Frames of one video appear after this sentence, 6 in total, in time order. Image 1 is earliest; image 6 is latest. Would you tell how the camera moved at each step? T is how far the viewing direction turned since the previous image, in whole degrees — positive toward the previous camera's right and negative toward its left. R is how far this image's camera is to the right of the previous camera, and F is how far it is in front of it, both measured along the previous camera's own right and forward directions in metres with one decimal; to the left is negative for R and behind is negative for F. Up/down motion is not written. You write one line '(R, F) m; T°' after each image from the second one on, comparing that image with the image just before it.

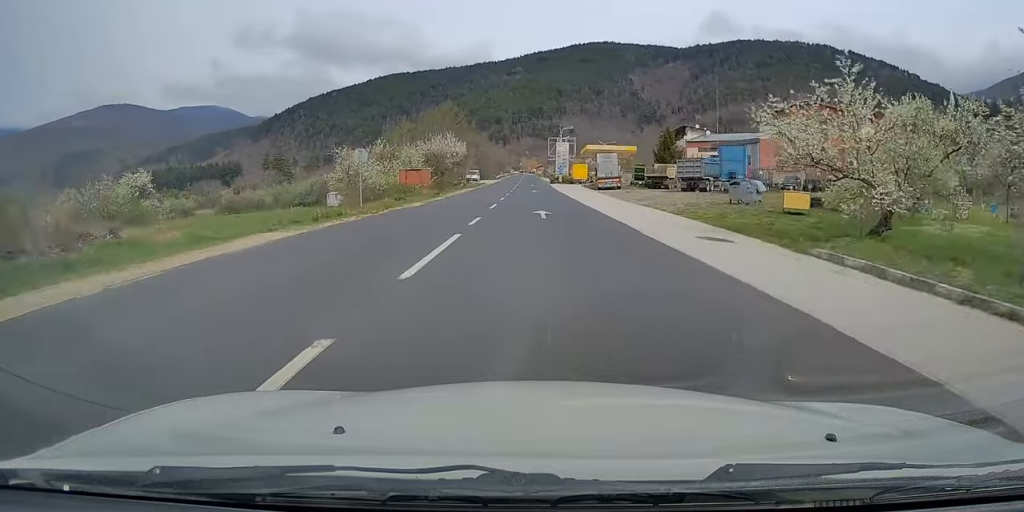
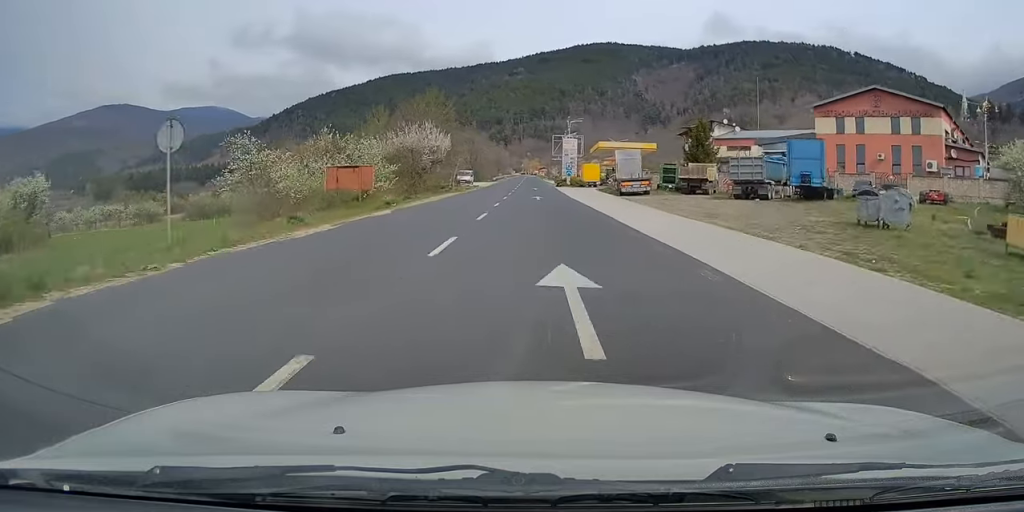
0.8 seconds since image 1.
(-0.3, +15.2) m; -1°
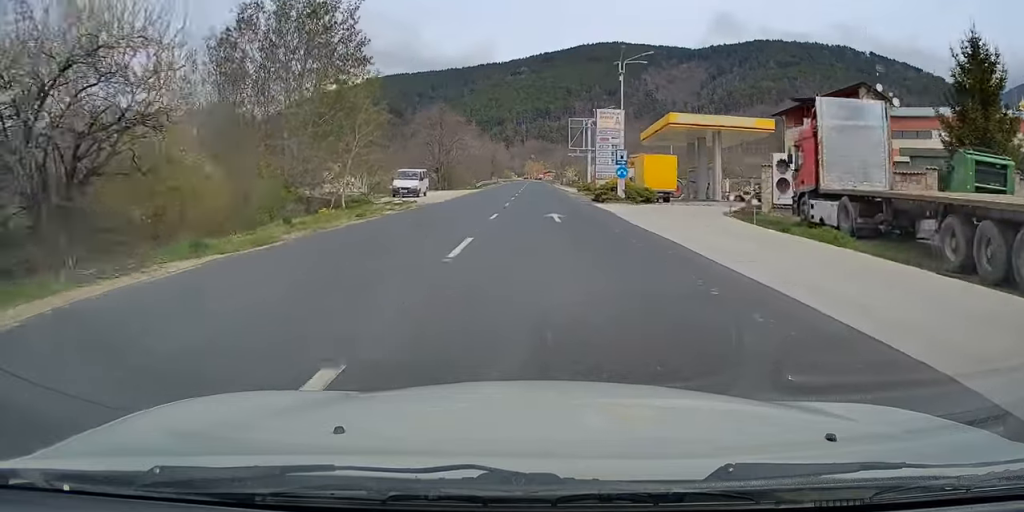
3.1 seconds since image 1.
(0.0, +44.0) m; 0°
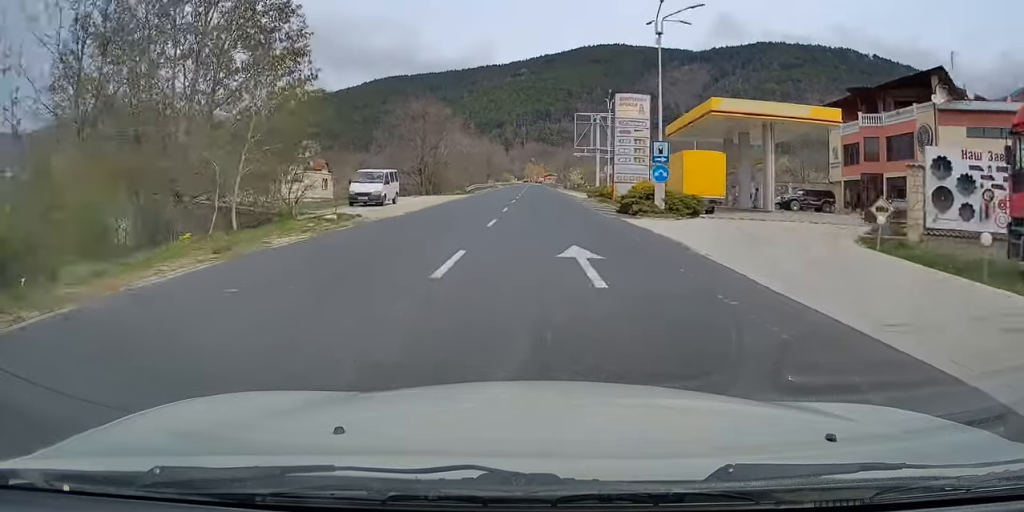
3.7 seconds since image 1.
(+0.1, +11.1) m; 0°
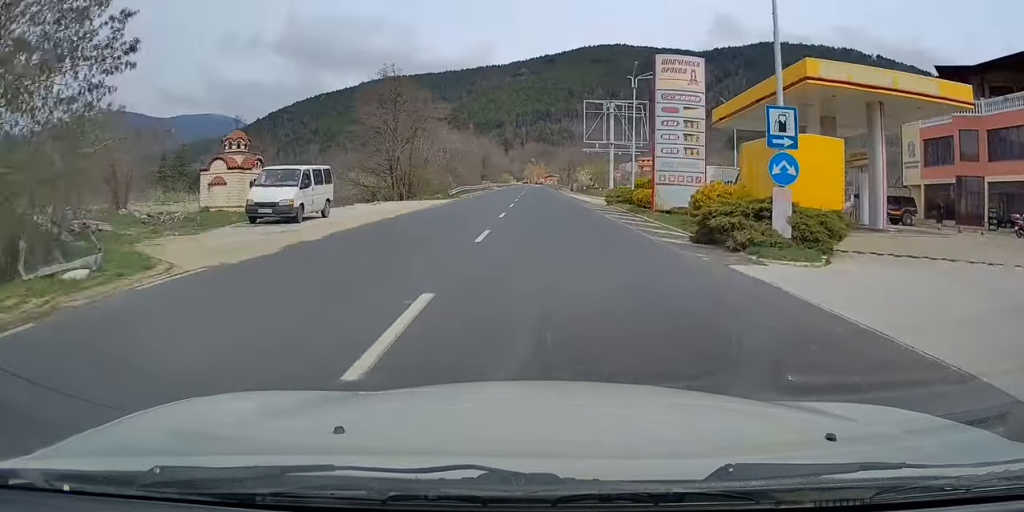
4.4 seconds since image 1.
(0.0, +12.9) m; 0°
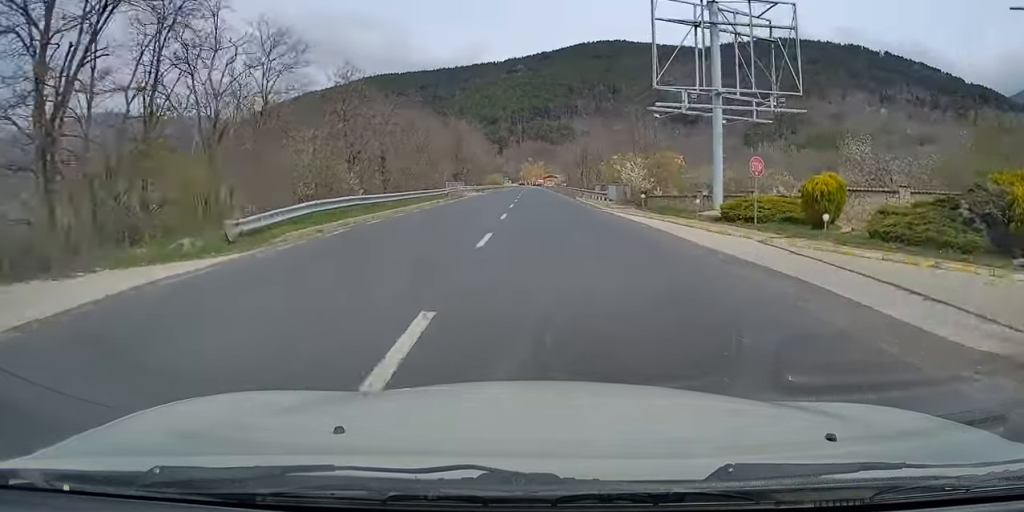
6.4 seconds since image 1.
(0.0, +36.3) m; +1°
